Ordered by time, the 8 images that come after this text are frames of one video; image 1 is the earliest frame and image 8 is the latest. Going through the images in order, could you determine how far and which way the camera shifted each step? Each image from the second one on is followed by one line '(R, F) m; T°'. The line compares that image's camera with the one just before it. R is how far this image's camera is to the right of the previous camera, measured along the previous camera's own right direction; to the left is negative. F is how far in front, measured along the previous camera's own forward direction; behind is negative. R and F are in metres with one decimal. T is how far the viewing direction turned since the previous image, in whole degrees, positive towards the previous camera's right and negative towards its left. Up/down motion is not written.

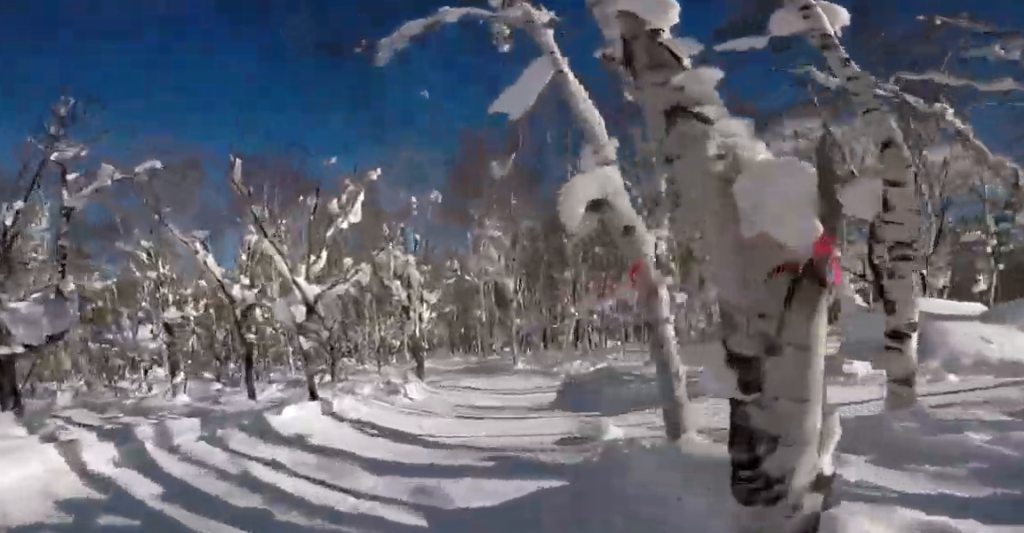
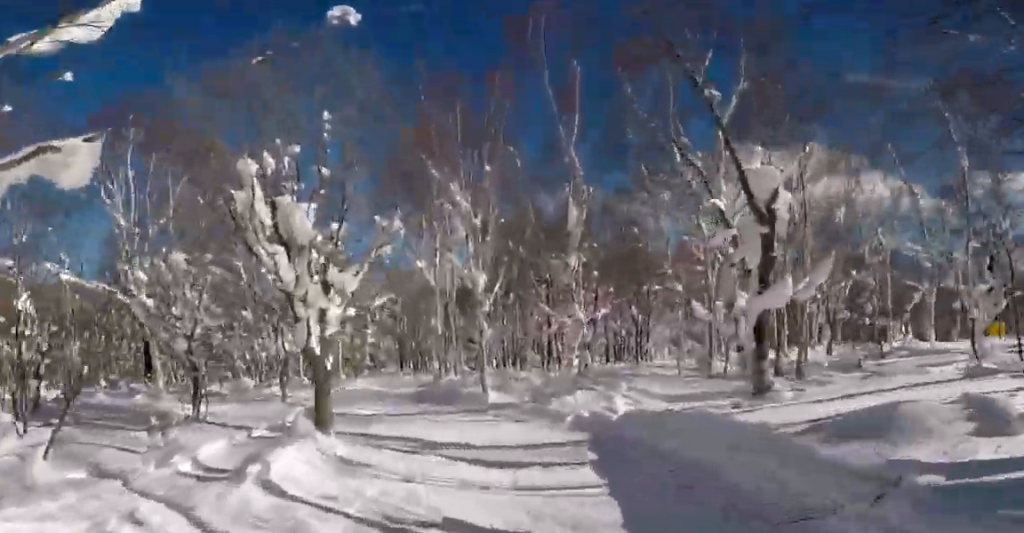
(-1.5, +5.5) m; -31°
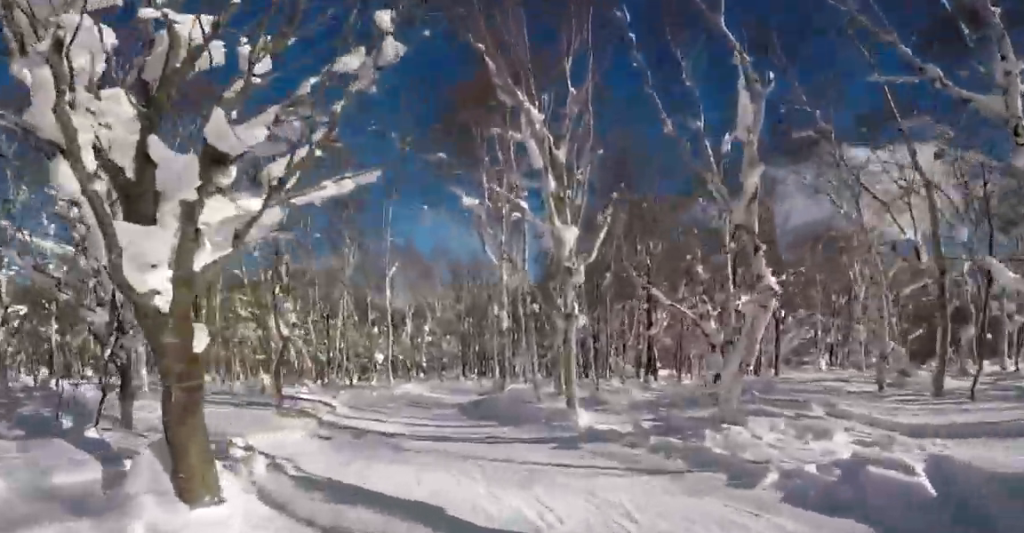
(-1.1, +4.6) m; -17°
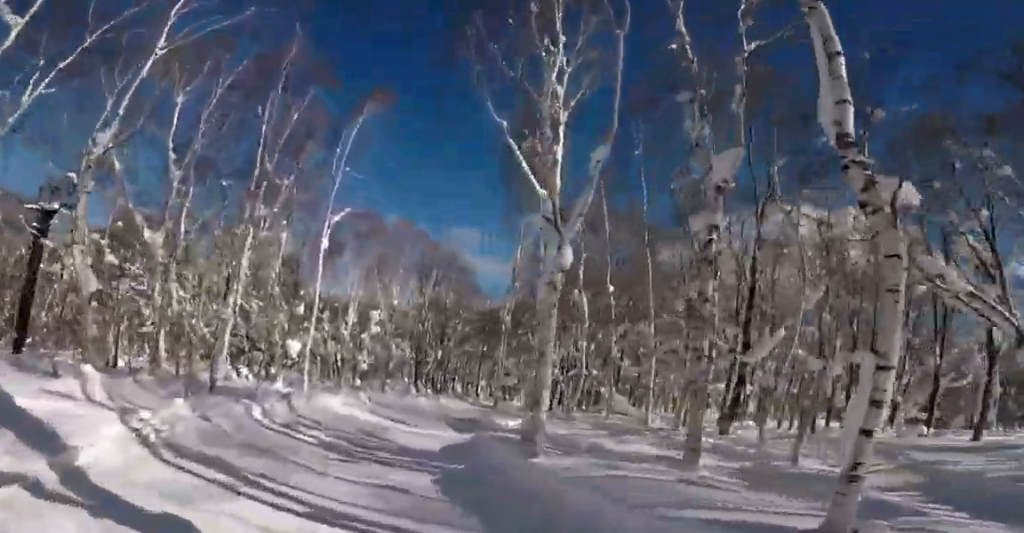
(-2.2, +10.5) m; -1°
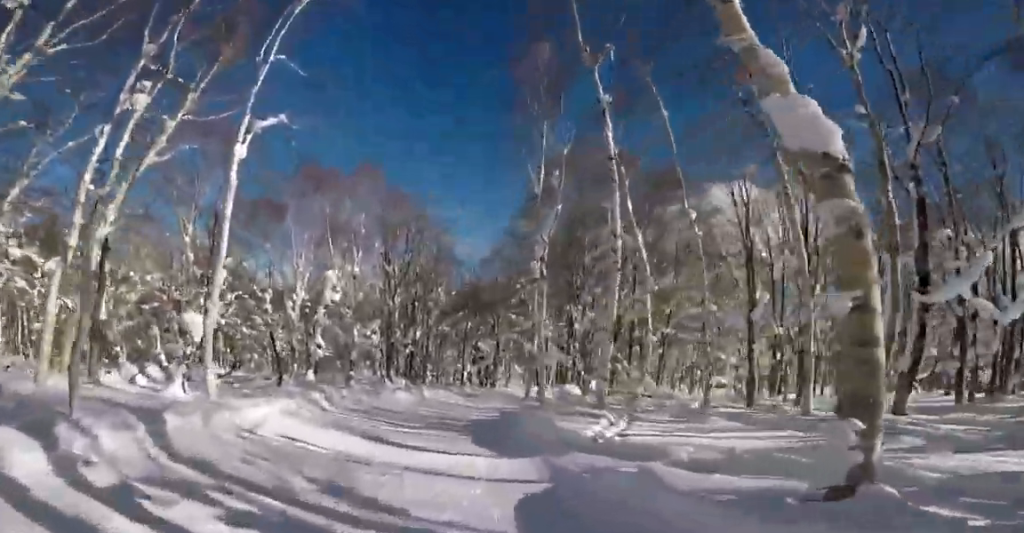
(+0.5, +5.7) m; +22°
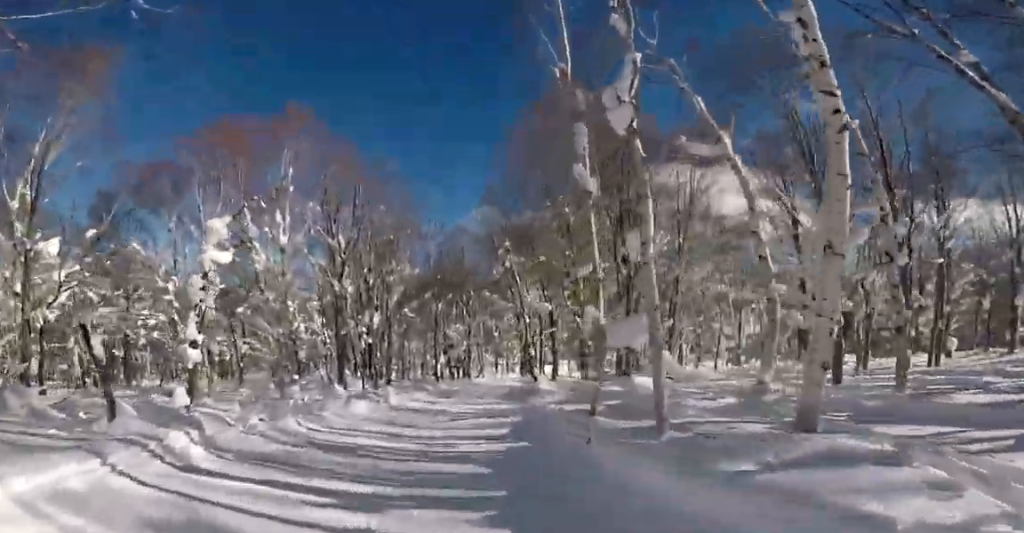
(+1.3, +4.5) m; +27°
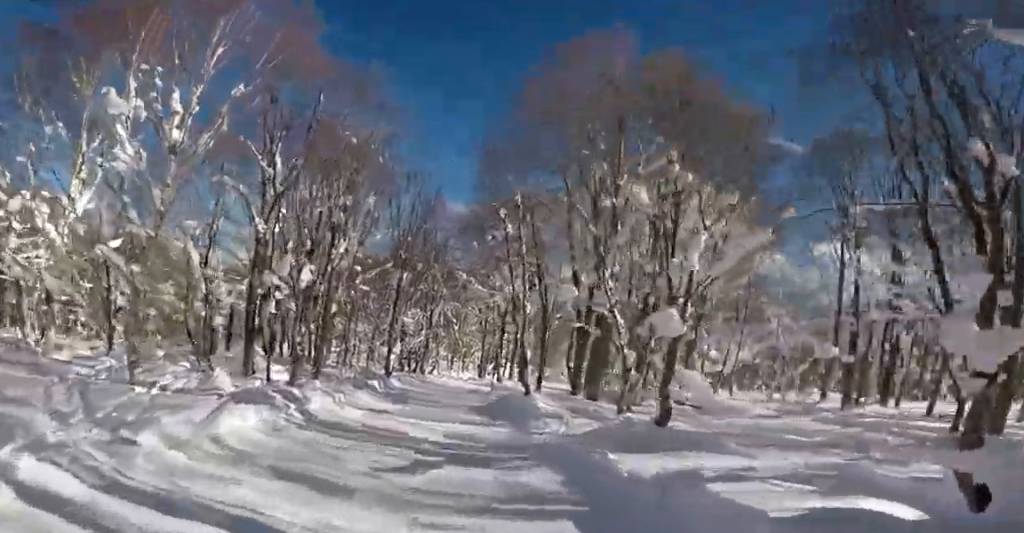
(+1.1, +5.8) m; +8°
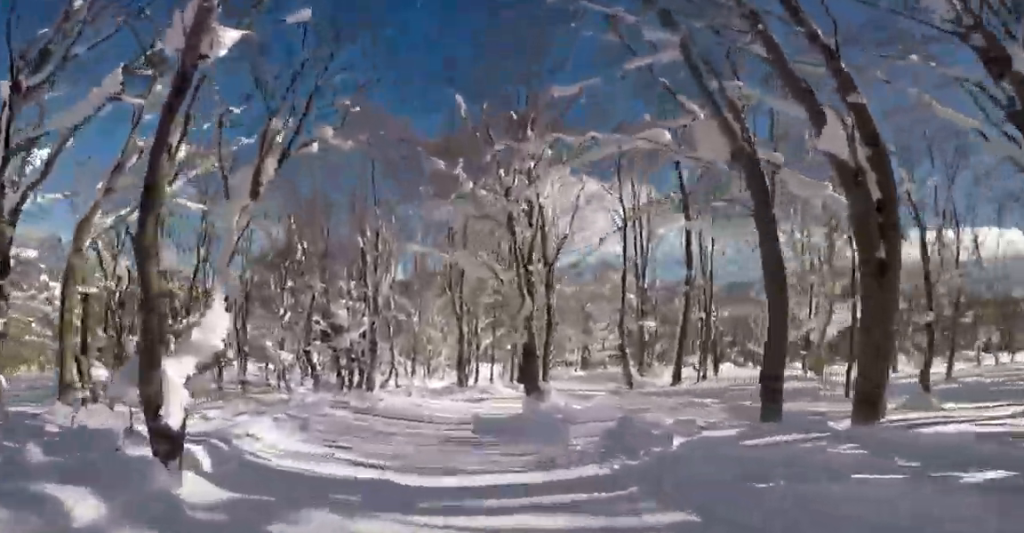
(+0.7, +14.1) m; +3°
